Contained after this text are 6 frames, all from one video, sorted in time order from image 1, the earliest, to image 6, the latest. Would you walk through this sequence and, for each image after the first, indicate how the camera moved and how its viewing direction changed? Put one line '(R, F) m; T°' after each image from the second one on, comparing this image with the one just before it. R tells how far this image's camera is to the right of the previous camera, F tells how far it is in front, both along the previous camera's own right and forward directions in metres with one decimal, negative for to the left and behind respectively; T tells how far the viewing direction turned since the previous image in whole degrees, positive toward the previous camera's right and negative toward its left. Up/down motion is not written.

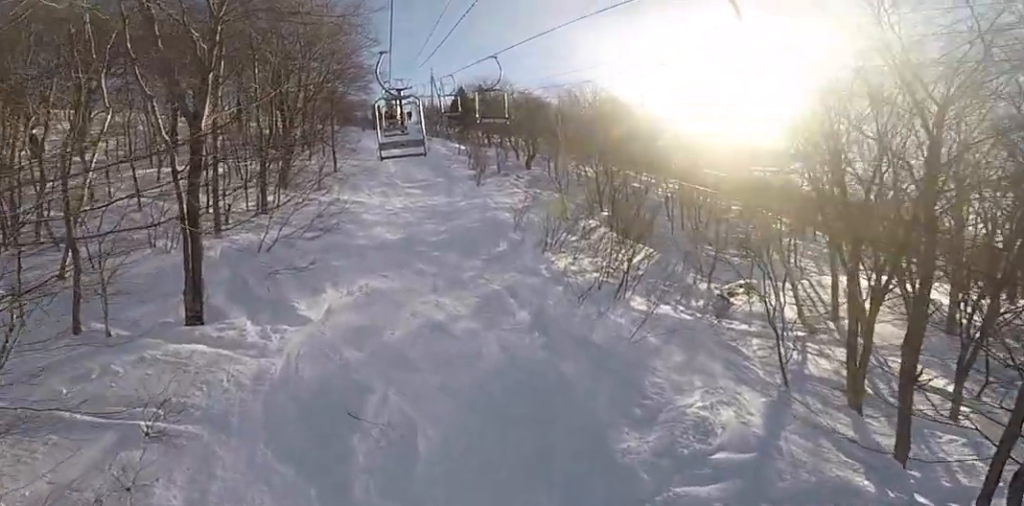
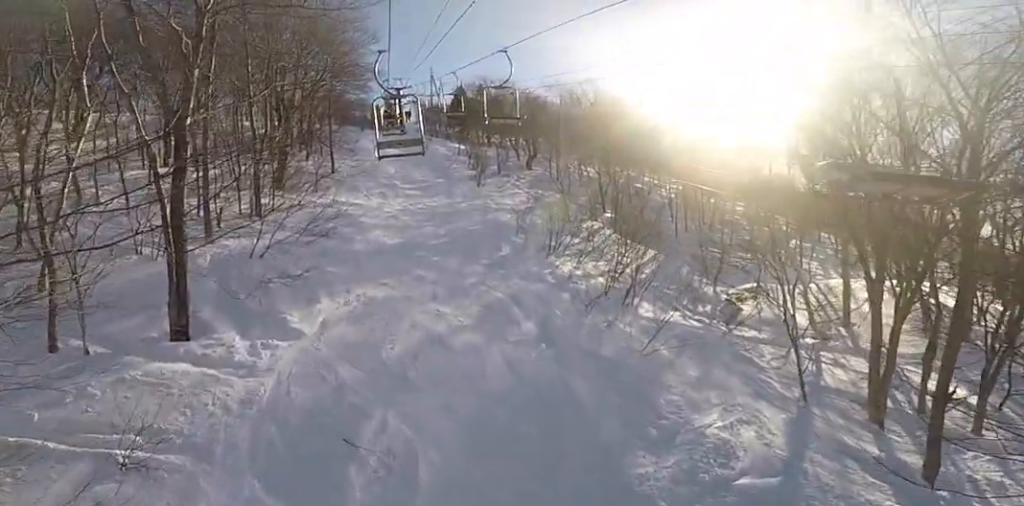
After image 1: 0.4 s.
(0.0, +0.8) m; 0°
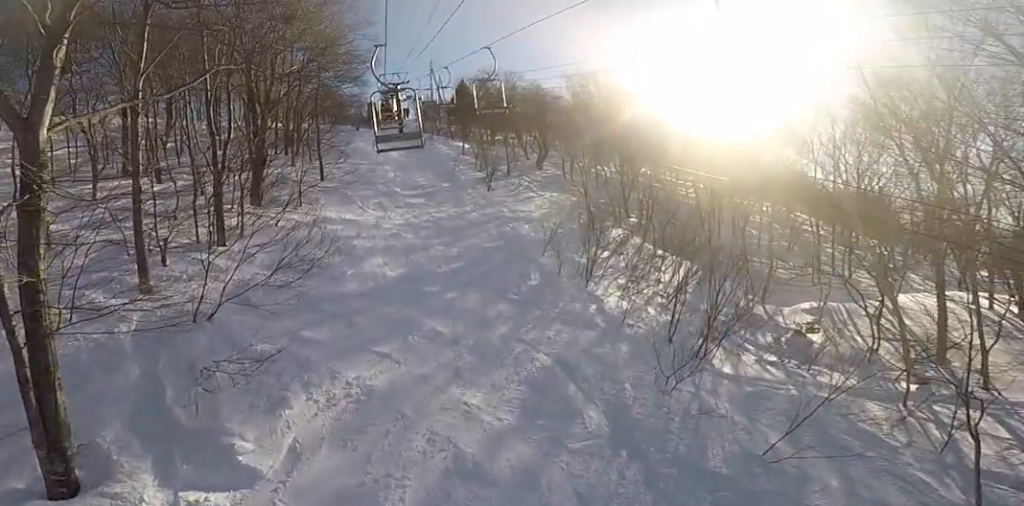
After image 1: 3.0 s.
(0.0, +4.7) m; 0°
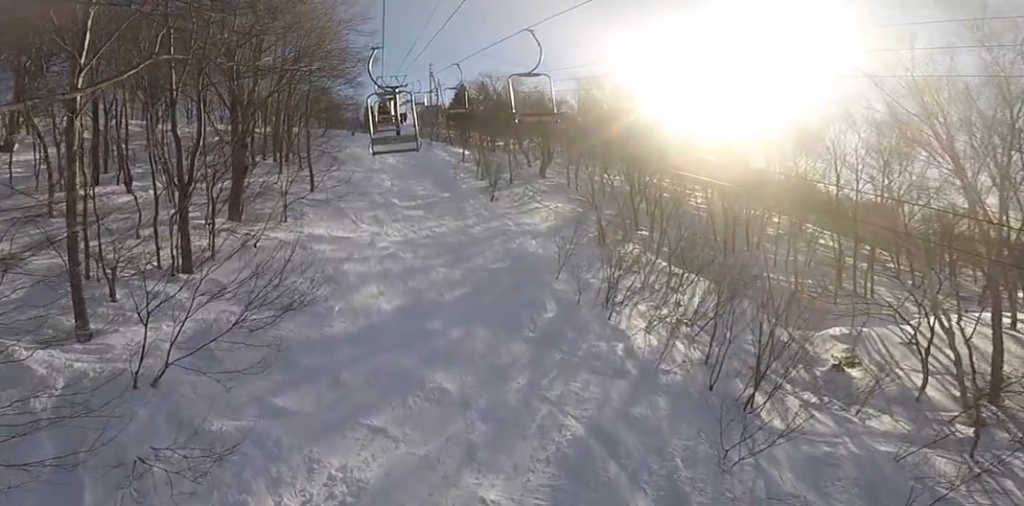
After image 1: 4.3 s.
(0.0, +2.7) m; 0°
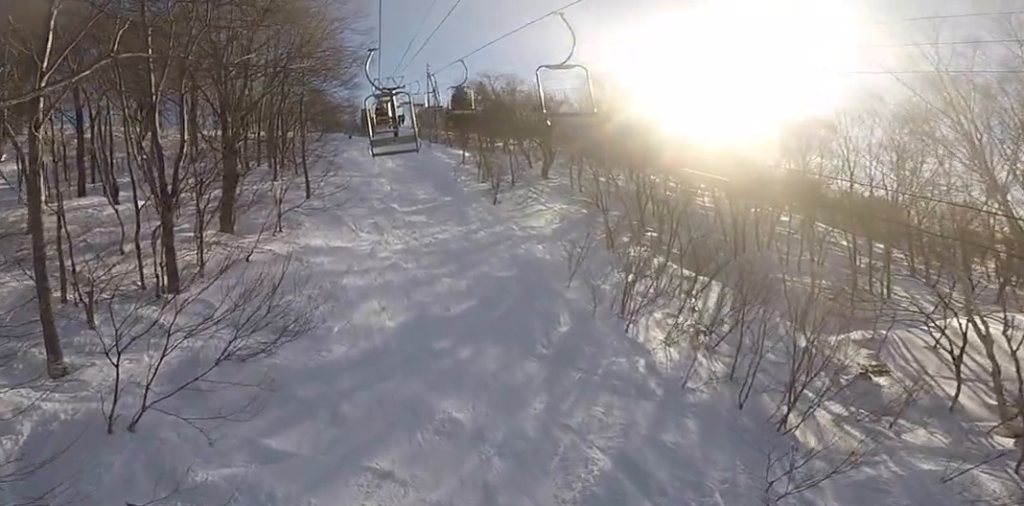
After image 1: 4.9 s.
(0.0, +1.2) m; 0°
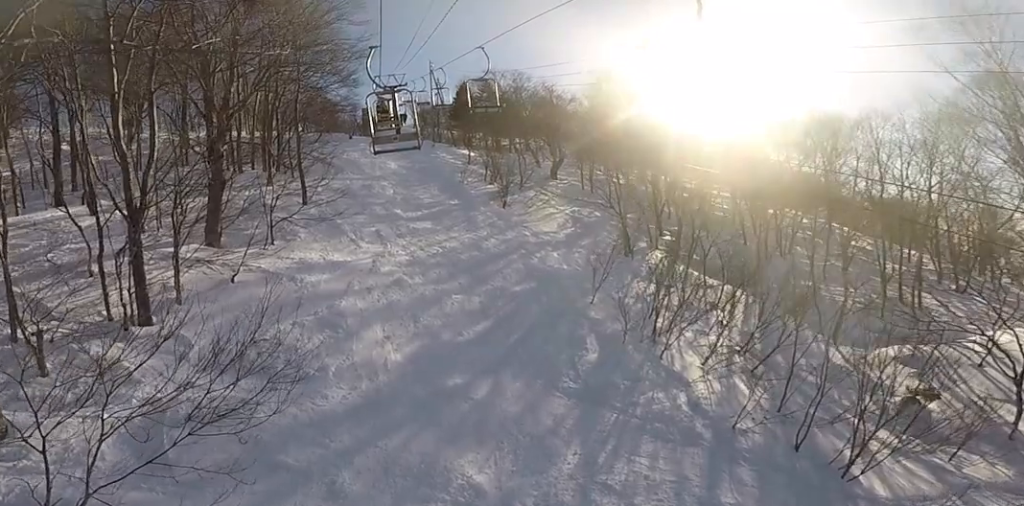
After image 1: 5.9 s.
(0.0, +1.9) m; +1°
